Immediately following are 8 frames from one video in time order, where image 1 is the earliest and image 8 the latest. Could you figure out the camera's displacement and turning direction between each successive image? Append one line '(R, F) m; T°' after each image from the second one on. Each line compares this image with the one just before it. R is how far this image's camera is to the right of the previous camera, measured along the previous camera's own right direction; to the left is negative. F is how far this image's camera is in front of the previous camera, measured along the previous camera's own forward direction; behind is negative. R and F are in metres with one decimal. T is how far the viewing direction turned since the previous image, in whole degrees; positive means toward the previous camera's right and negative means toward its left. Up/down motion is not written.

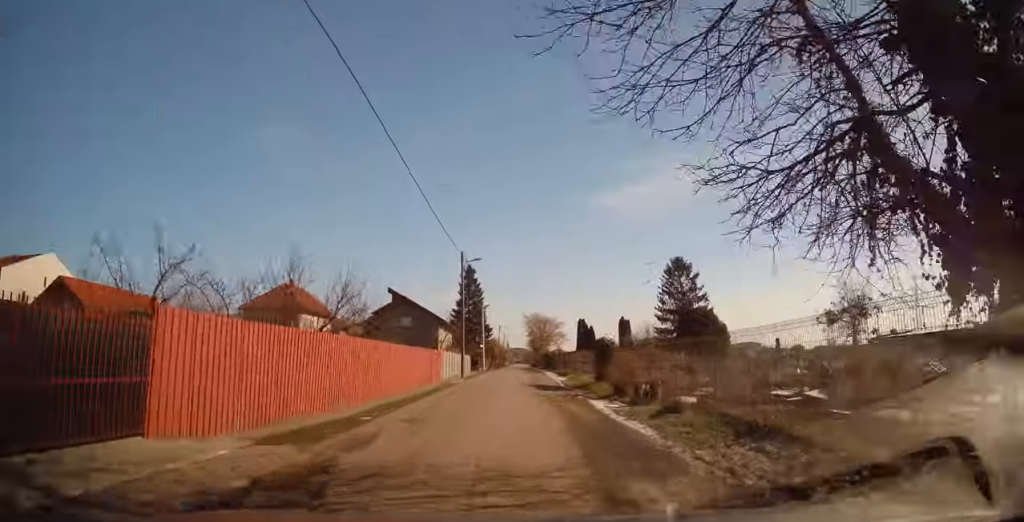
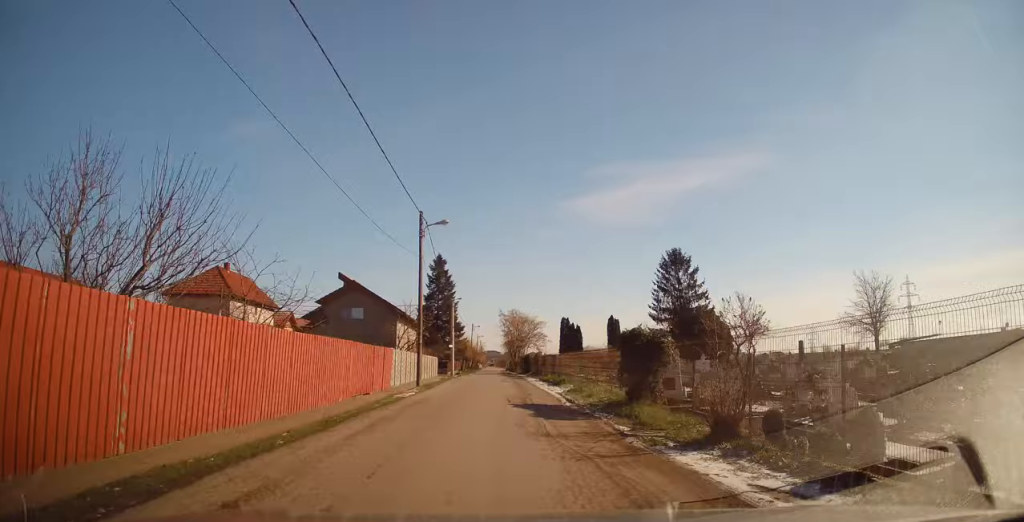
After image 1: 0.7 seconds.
(0.0, +9.6) m; 0°
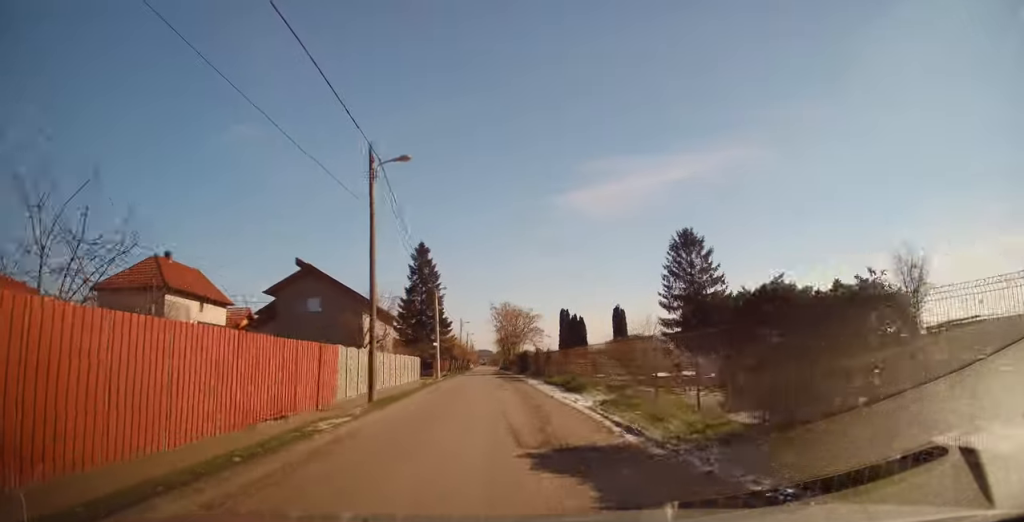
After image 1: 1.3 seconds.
(0.0, +8.0) m; 0°
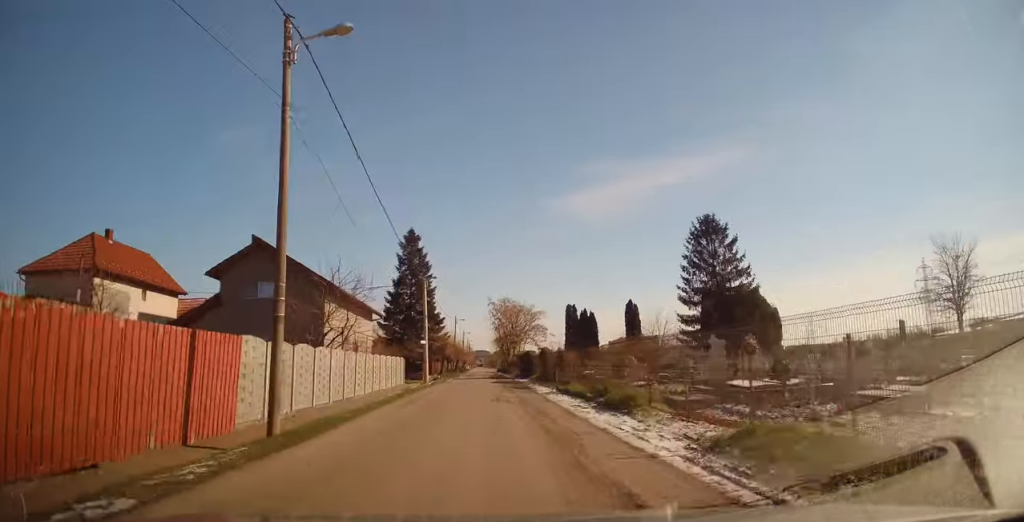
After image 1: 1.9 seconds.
(0.0, +7.2) m; +1°
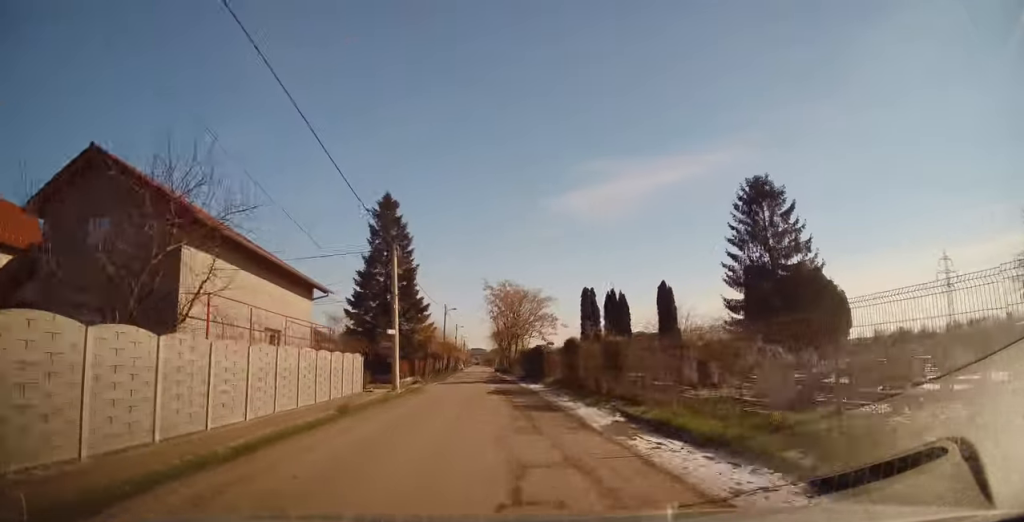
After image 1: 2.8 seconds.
(+0.1, +12.1) m; +2°
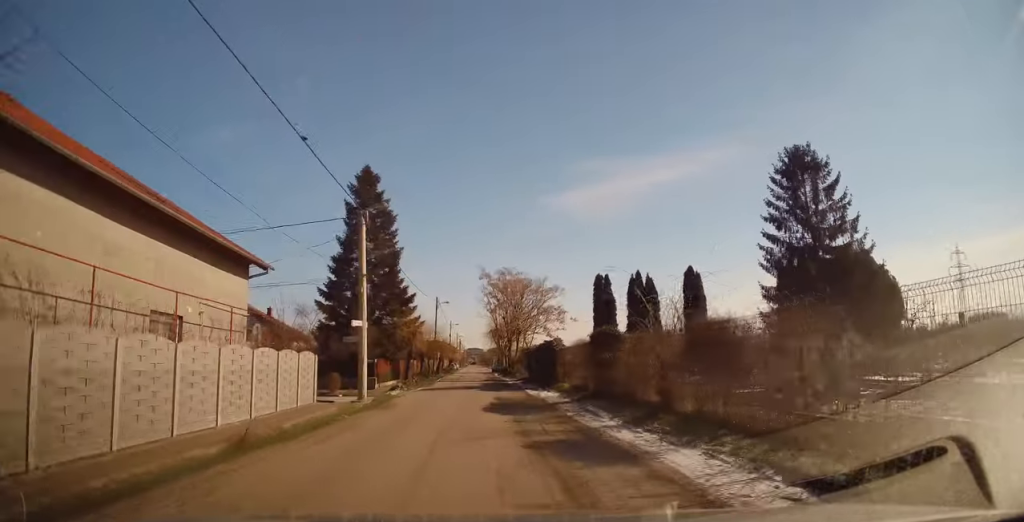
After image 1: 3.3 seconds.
(+0.2, +6.6) m; +1°
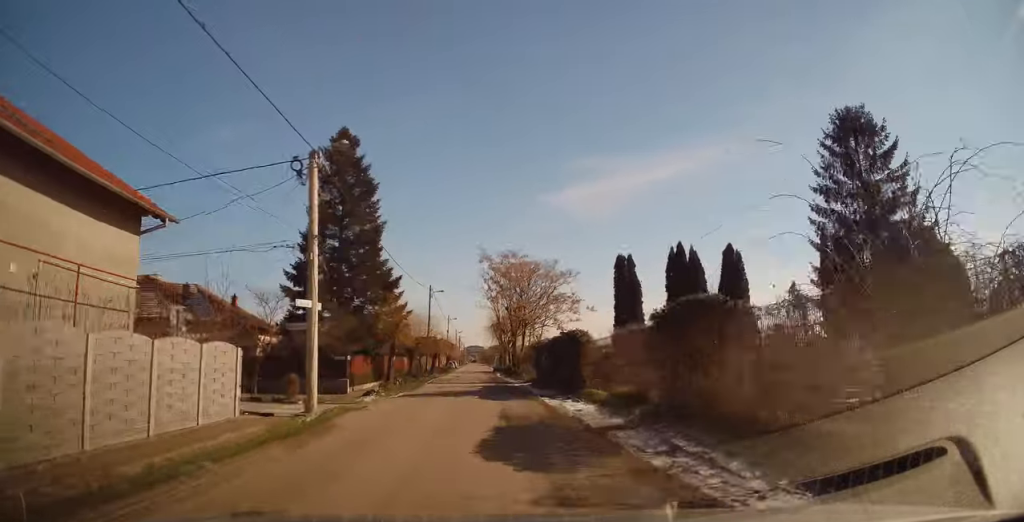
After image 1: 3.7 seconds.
(0.0, +5.9) m; 0°
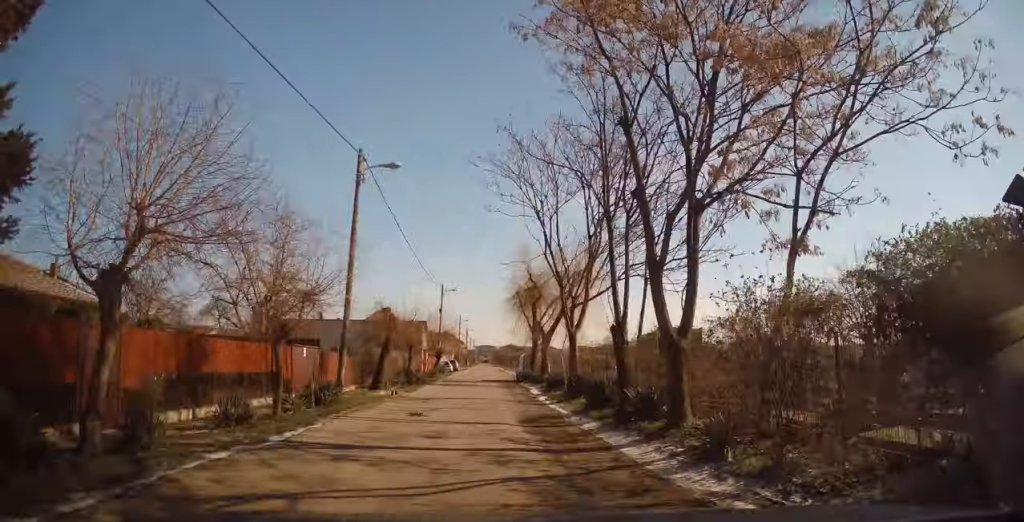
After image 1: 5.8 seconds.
(-0.7, +23.0) m; -2°
